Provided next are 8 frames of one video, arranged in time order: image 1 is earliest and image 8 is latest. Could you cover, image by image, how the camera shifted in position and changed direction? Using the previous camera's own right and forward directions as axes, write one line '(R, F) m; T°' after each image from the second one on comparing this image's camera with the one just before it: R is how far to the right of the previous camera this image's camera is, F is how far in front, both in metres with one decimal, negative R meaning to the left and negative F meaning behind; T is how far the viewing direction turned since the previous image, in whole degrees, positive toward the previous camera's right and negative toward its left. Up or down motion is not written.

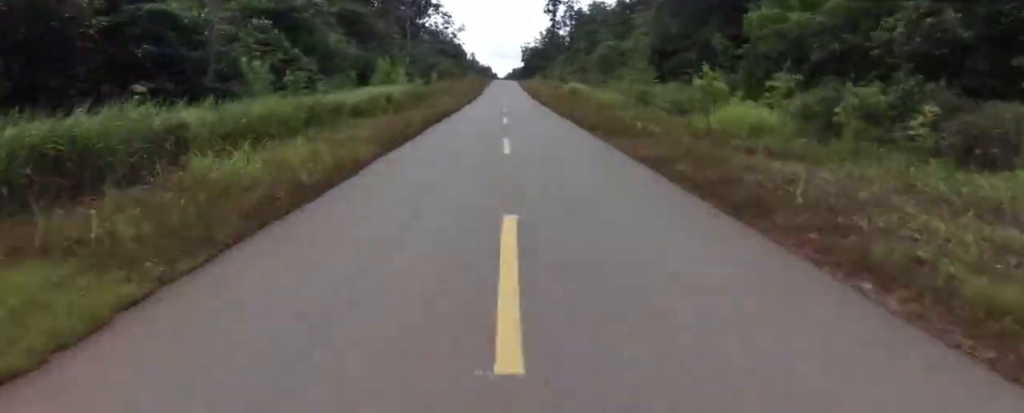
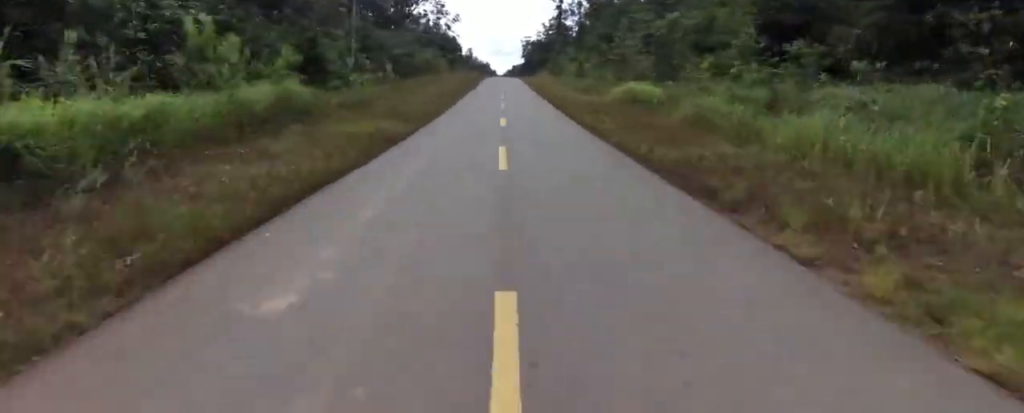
(0.0, +27.3) m; 0°
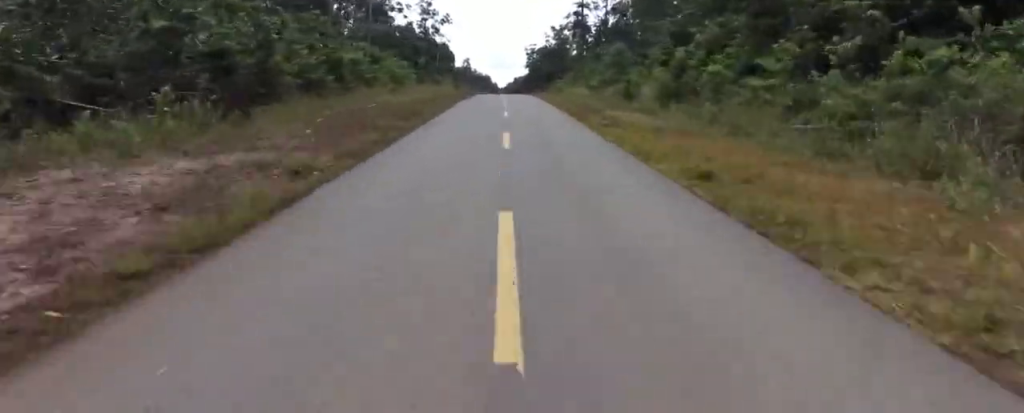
(-1.4, +46.4) m; -3°
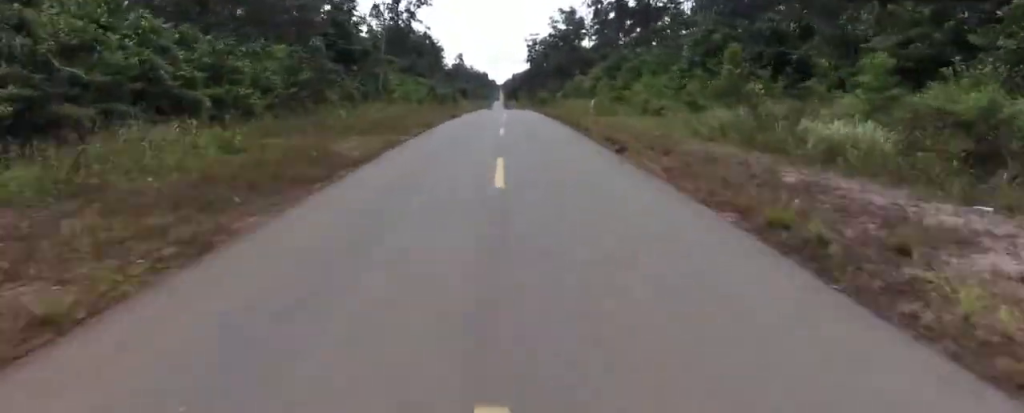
(+0.6, +44.1) m; +3°
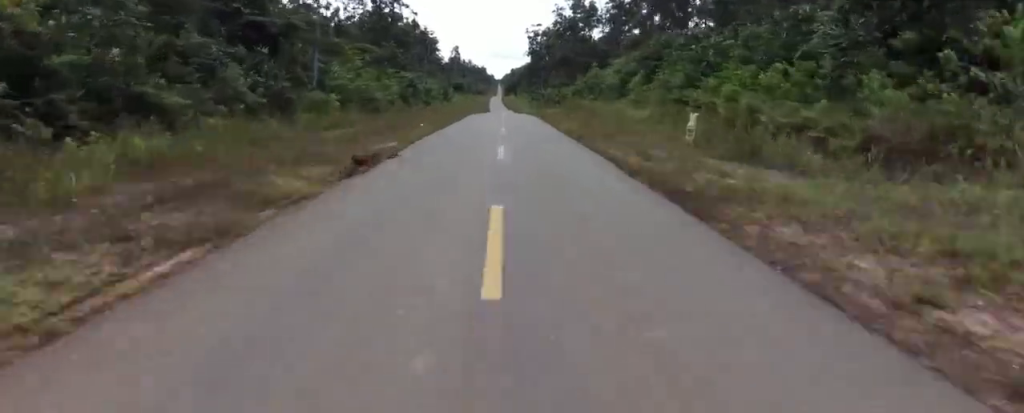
(+0.1, +19.6) m; 0°
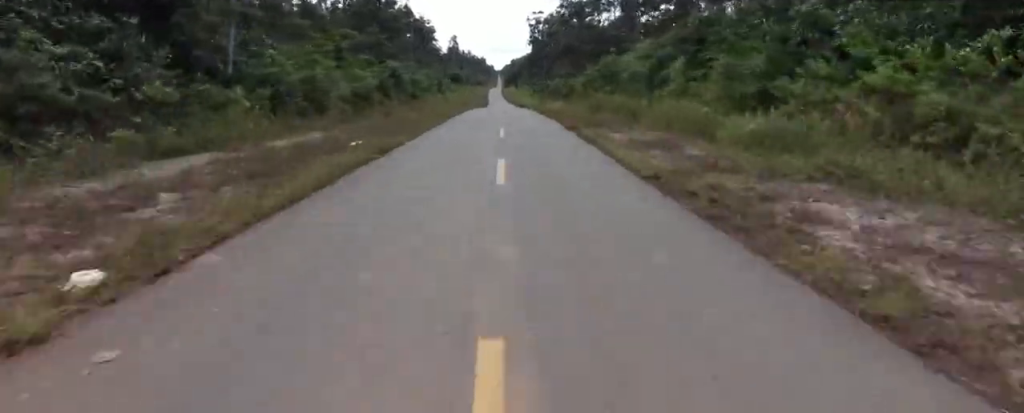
(0.0, +11.7) m; 0°
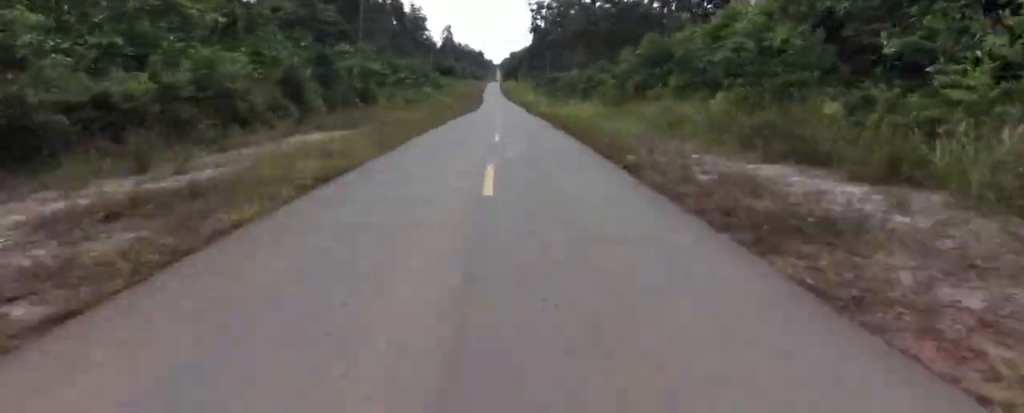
(-0.1, +24.8) m; 0°
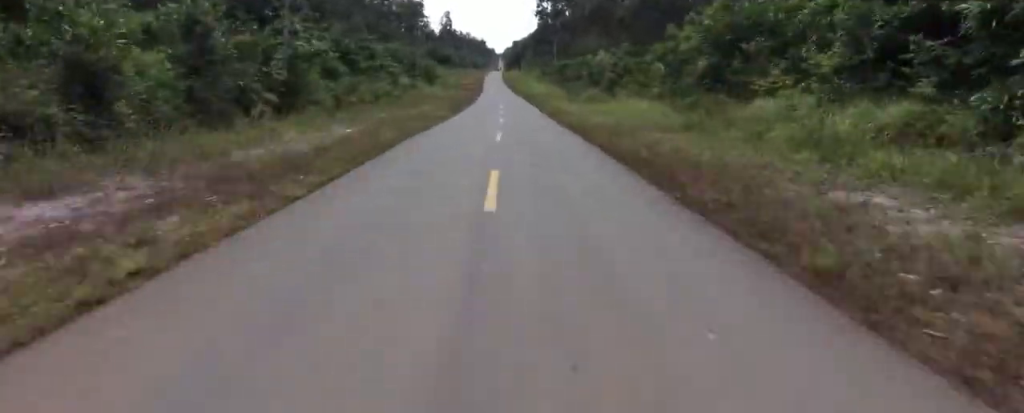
(0.0, +17.1) m; 0°
